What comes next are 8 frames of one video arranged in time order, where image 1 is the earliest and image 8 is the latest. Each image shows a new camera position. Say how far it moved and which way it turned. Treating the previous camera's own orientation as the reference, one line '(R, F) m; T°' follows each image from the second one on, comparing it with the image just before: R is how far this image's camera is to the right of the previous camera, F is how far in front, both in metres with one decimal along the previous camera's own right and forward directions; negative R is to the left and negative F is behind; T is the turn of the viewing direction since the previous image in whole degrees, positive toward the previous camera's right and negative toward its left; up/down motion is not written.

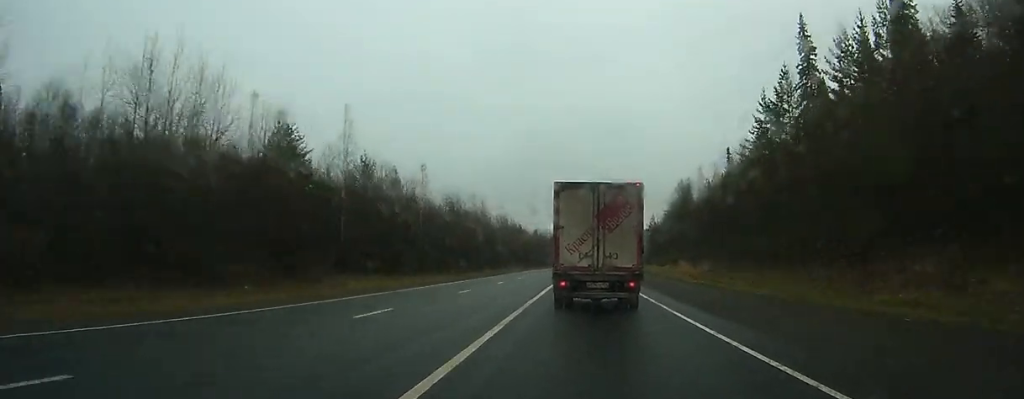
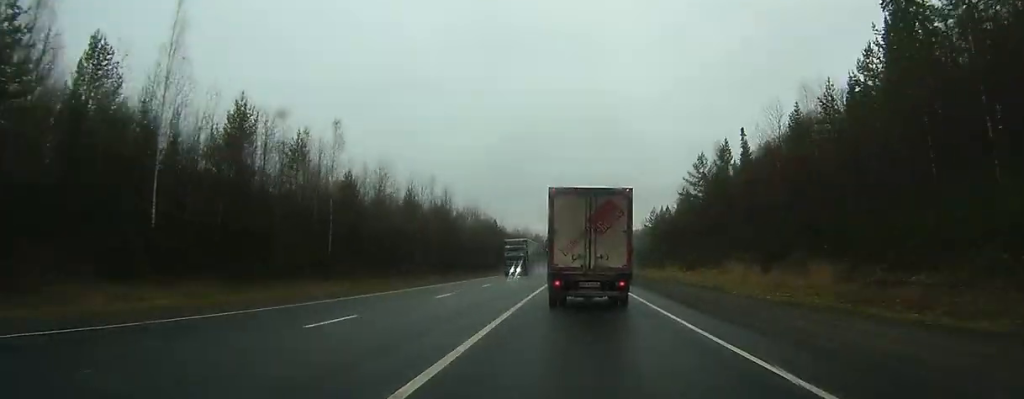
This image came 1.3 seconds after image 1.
(+0.2, +26.3) m; +1°
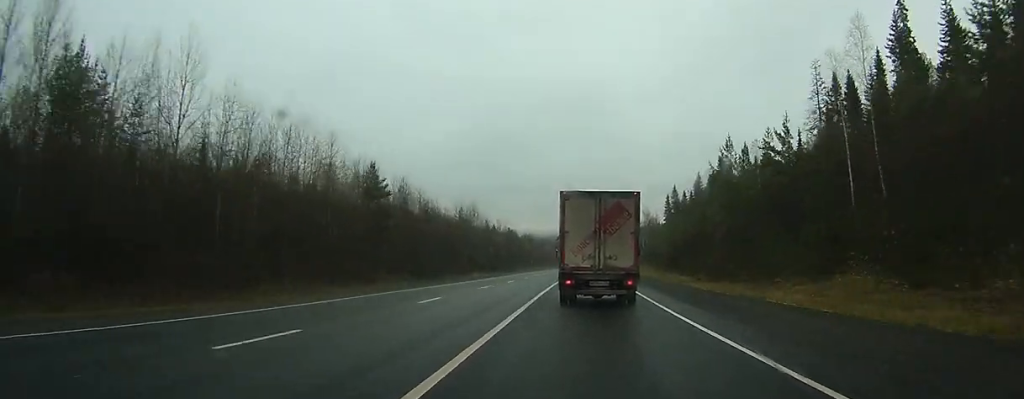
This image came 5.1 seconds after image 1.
(+1.7, +74.2) m; +3°
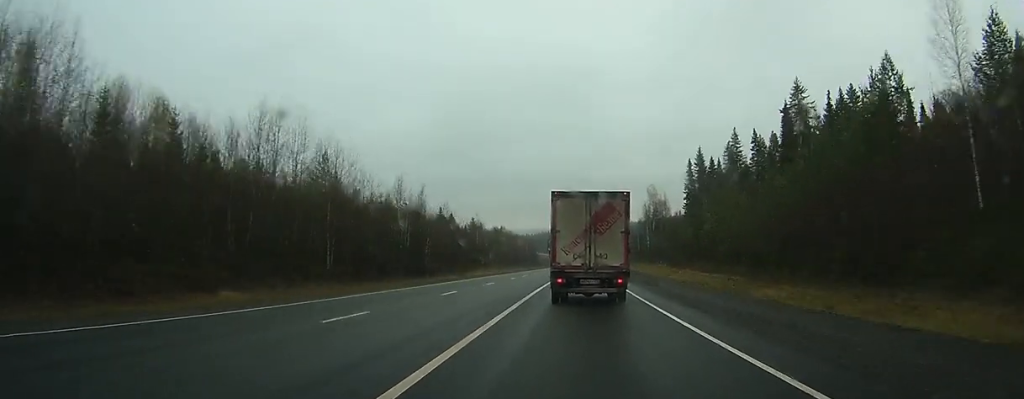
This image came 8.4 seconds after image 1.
(+0.9, +66.8) m; +1°
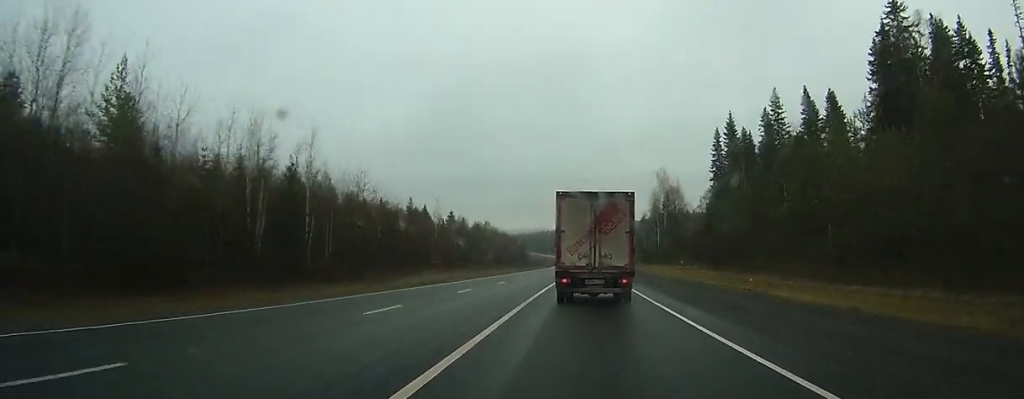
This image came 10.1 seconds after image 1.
(+0.2, +33.5) m; +1°
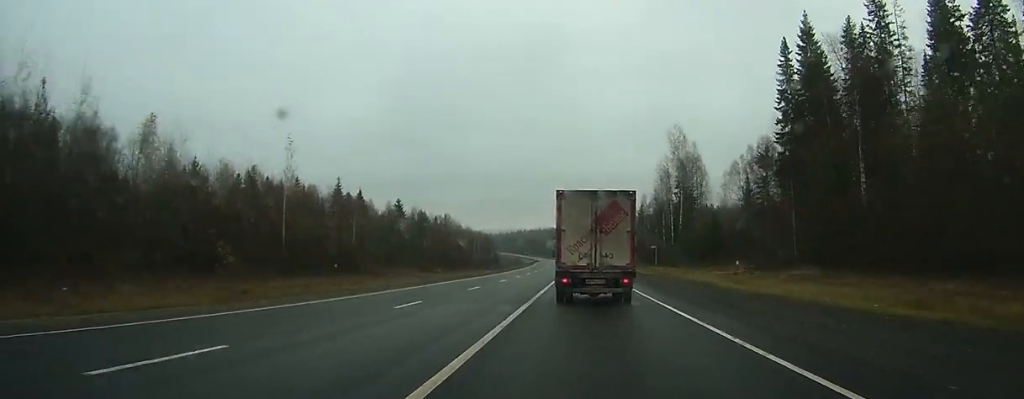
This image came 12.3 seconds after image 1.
(+0.2, +45.3) m; +1°
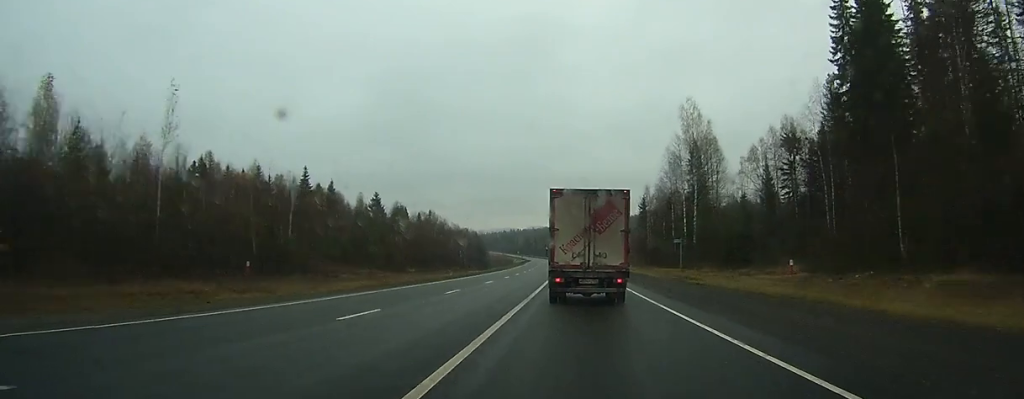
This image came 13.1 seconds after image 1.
(+0.1, +15.9) m; 0°
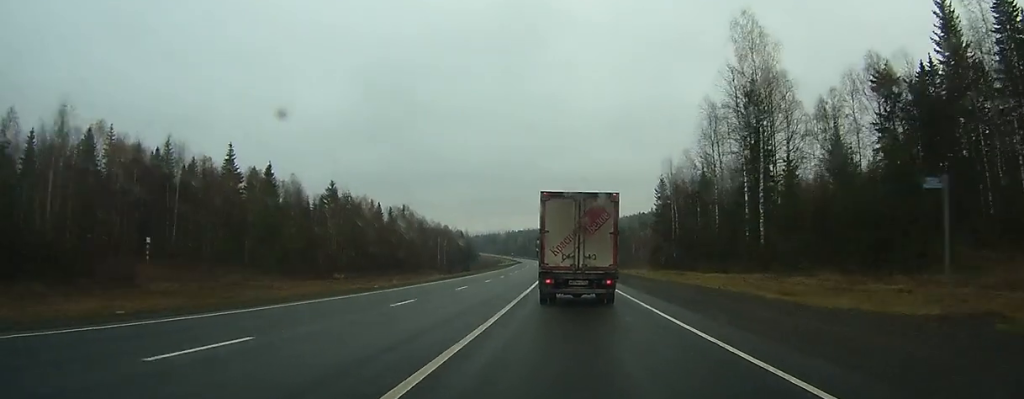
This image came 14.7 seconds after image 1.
(+0.2, +30.4) m; 0°
